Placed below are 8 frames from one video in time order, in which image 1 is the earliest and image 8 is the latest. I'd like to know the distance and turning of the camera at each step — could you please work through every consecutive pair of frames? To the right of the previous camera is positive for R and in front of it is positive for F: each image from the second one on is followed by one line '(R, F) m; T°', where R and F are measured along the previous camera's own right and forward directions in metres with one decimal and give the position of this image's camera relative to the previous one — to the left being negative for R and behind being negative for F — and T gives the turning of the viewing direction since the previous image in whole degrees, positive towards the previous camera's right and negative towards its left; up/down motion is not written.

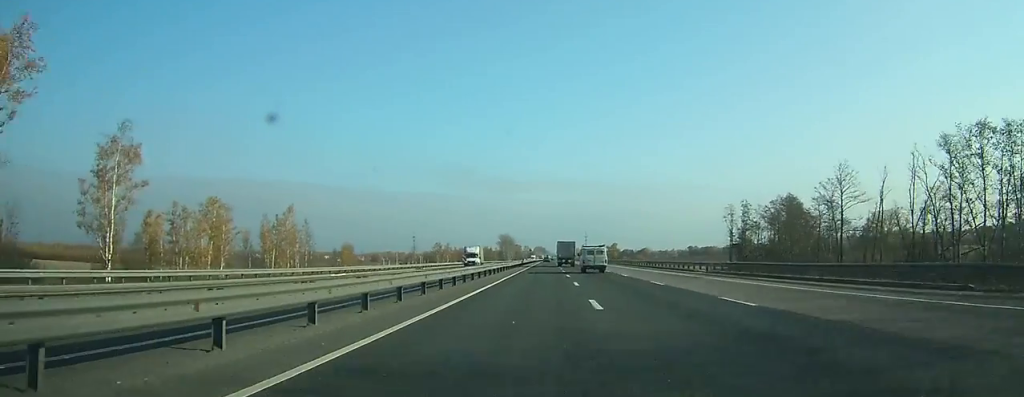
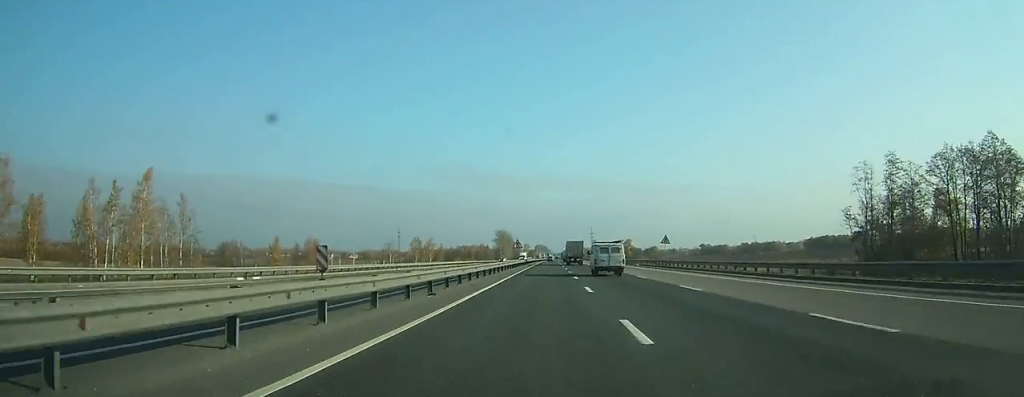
(+0.1, +55.9) m; 0°
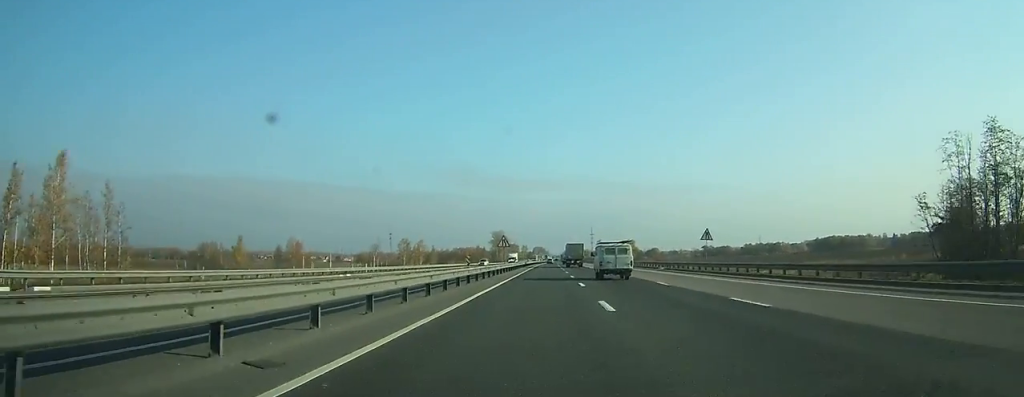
(0.0, +18.0) m; 0°
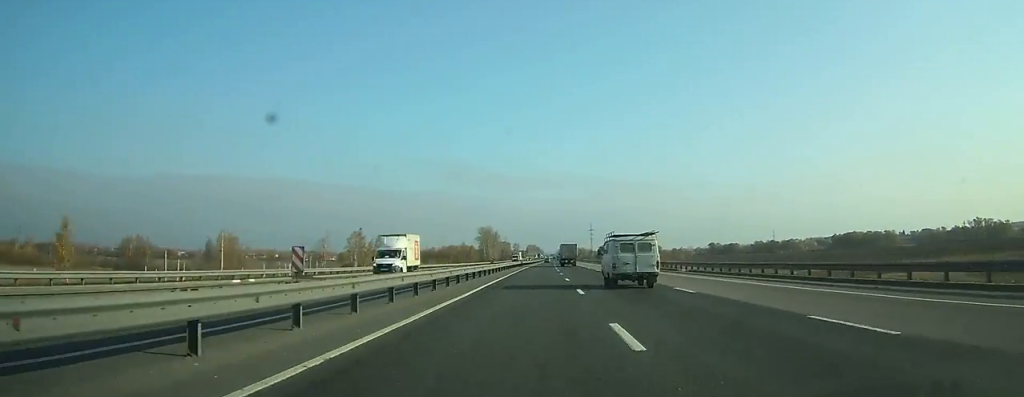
(+0.1, +51.4) m; 0°
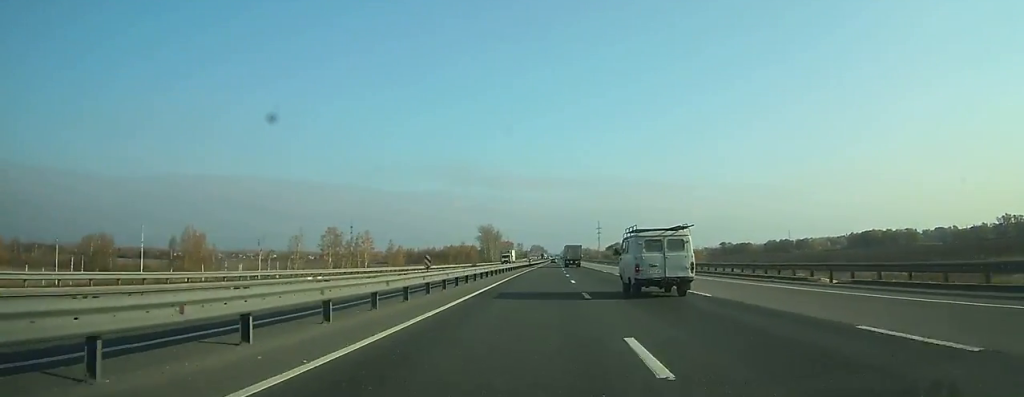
(0.0, +24.5) m; 0°
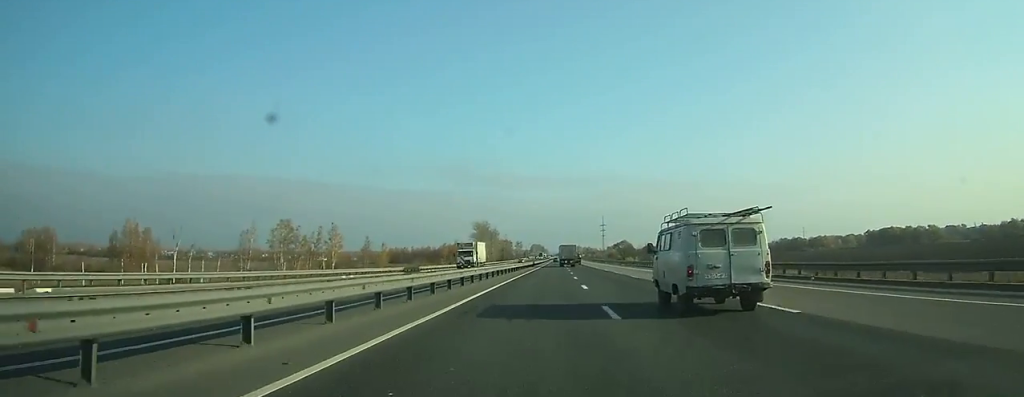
(-0.1, +29.7) m; 0°
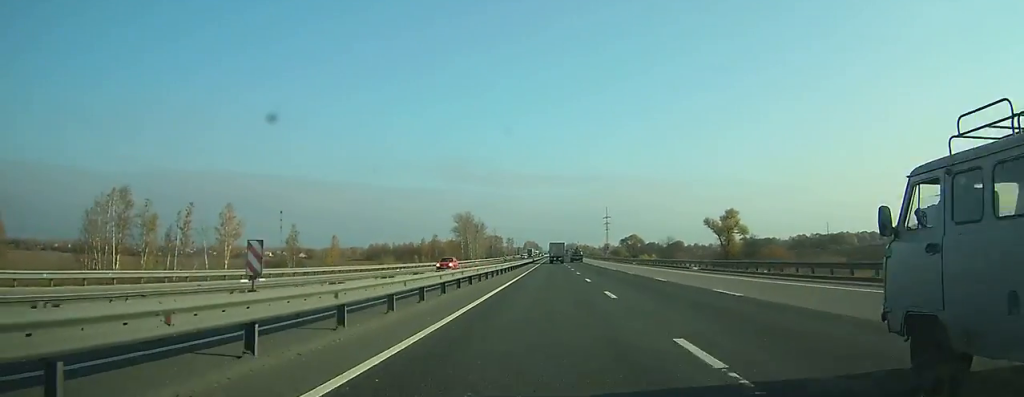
(+0.2, +51.1) m; +1°
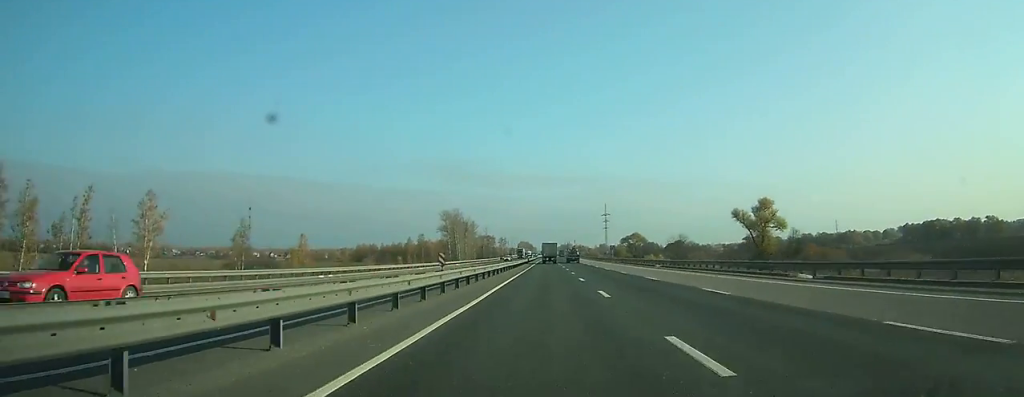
(0.0, +20.5) m; 0°
